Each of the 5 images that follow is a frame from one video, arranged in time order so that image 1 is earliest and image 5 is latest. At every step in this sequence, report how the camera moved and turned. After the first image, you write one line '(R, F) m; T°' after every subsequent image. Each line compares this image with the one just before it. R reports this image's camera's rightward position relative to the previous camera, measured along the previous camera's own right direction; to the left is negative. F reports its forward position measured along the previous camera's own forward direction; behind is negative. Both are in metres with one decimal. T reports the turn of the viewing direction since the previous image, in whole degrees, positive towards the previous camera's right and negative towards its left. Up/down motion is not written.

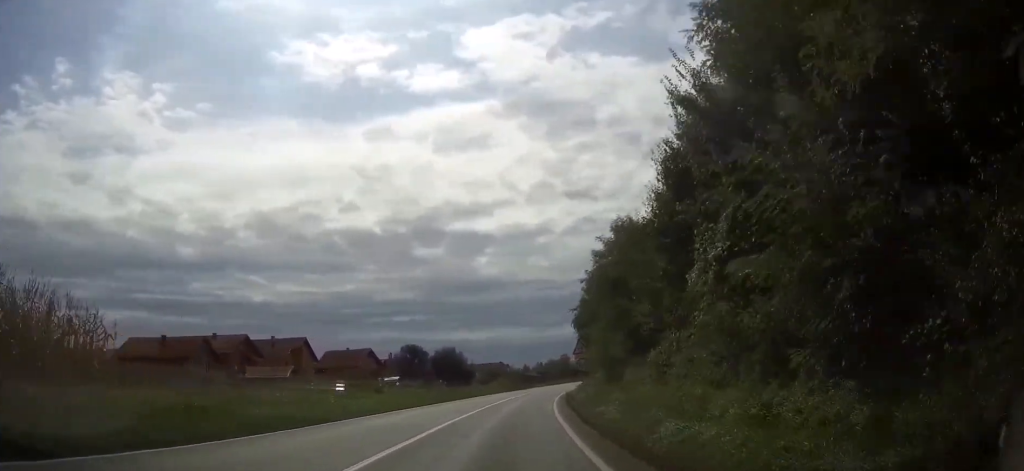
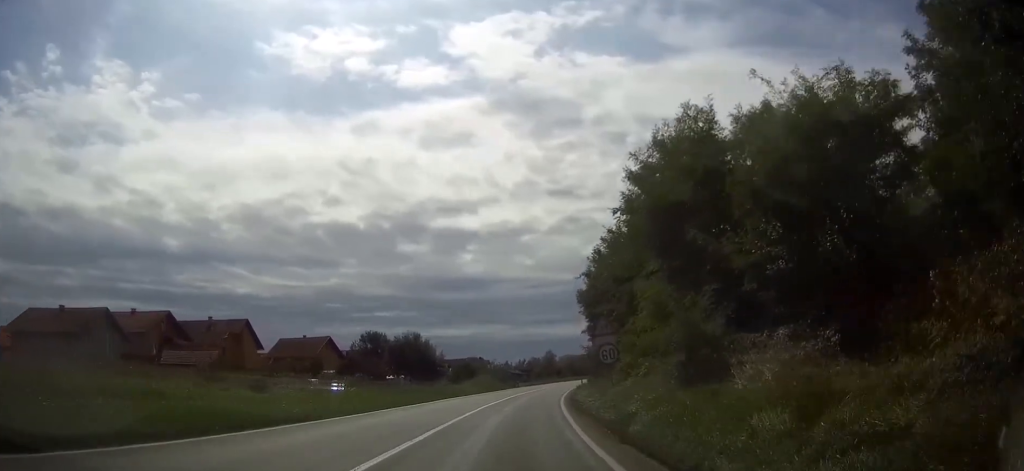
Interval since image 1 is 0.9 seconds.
(+0.2, +17.1) m; +2°
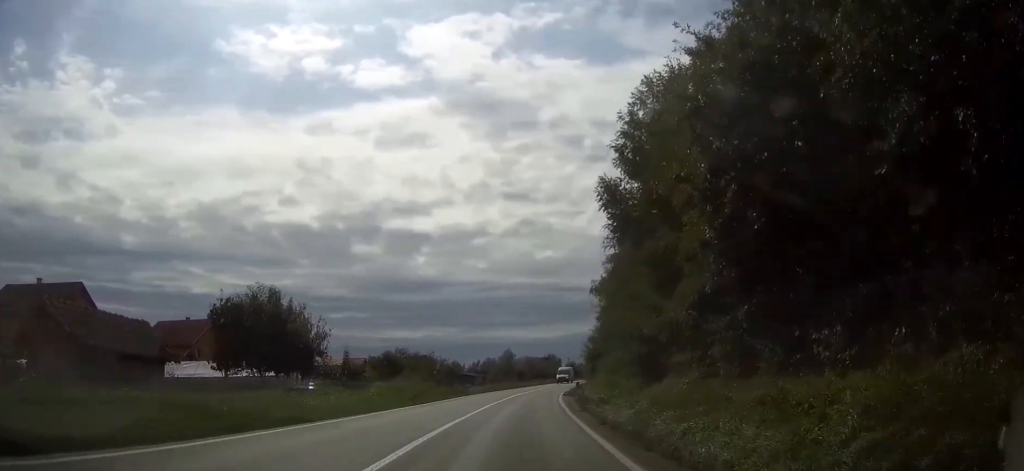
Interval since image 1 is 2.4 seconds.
(+1.0, +29.2) m; +4°
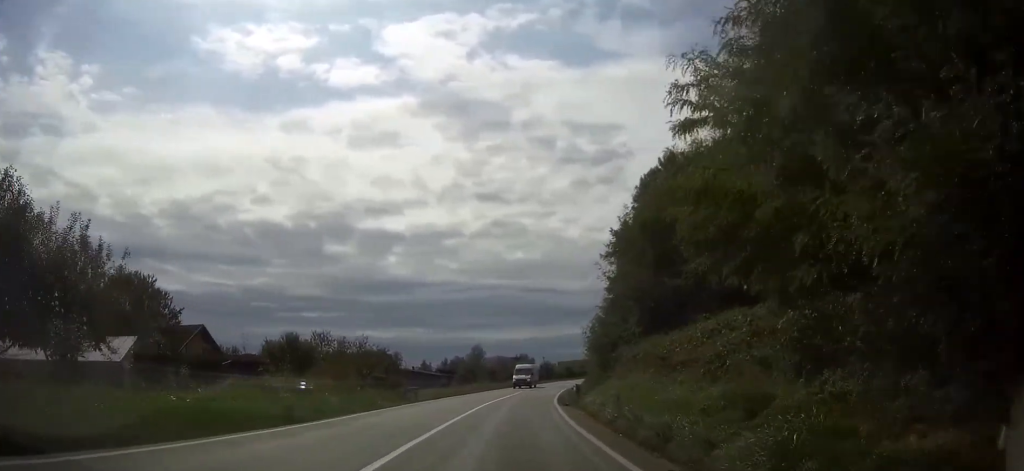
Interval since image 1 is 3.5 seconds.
(+0.3, +18.0) m; +2°
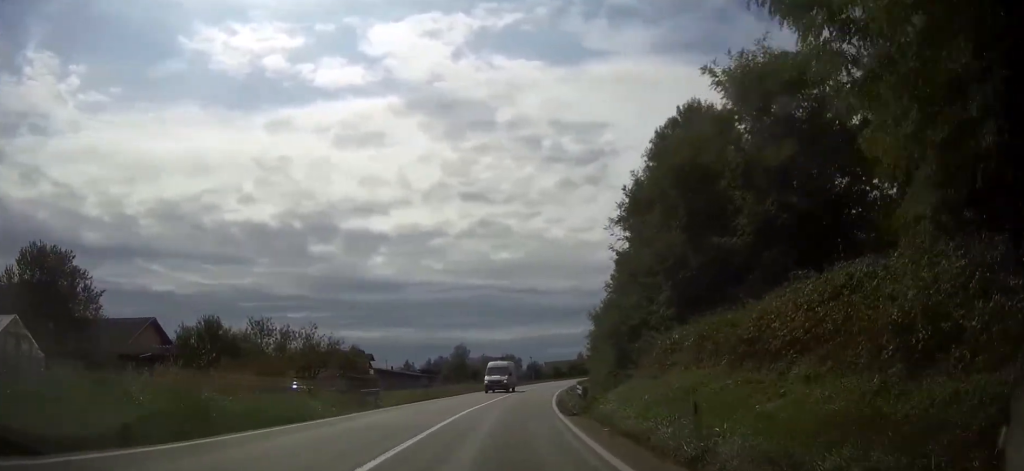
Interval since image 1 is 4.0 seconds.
(+0.1, +8.3) m; +1°
